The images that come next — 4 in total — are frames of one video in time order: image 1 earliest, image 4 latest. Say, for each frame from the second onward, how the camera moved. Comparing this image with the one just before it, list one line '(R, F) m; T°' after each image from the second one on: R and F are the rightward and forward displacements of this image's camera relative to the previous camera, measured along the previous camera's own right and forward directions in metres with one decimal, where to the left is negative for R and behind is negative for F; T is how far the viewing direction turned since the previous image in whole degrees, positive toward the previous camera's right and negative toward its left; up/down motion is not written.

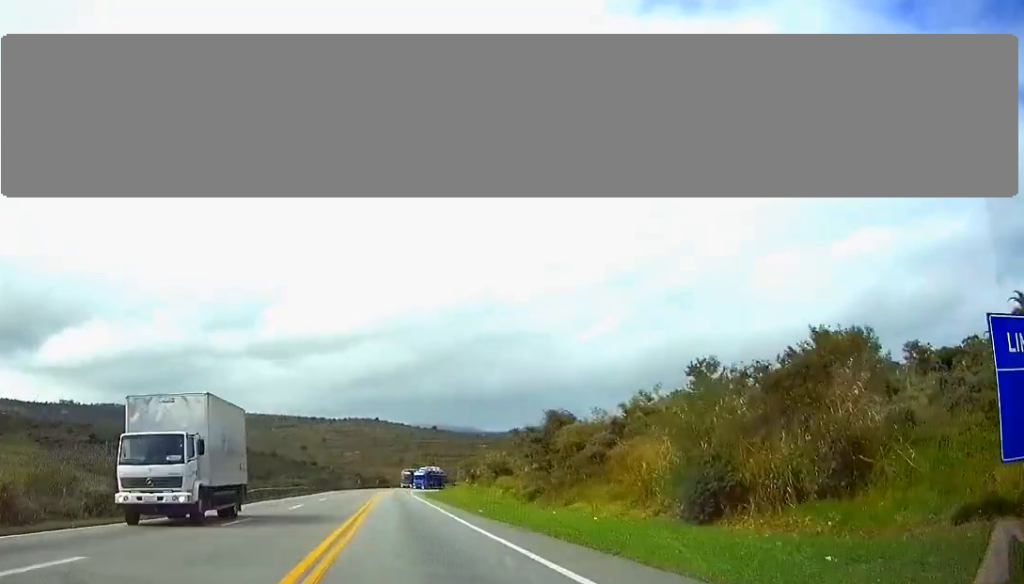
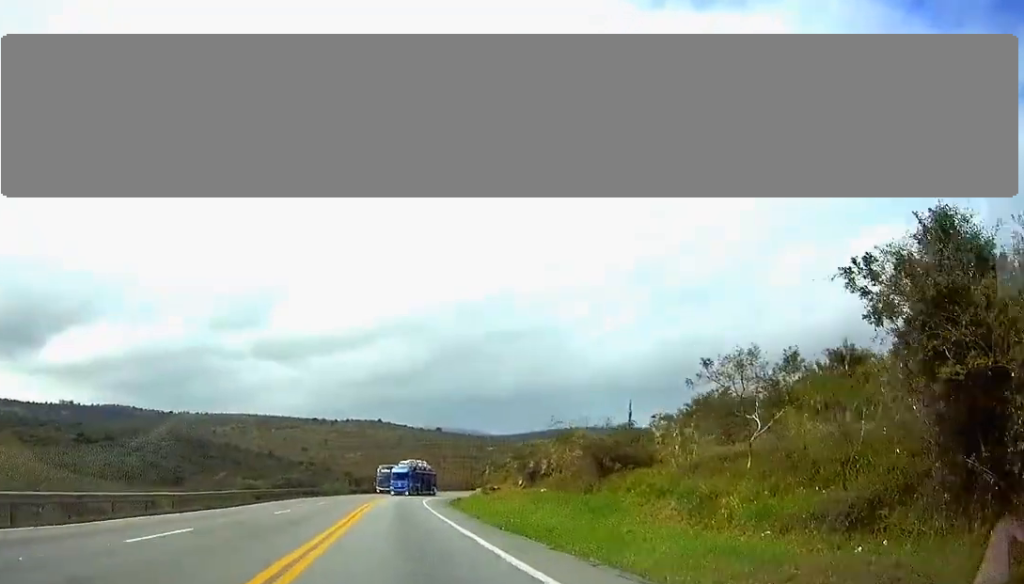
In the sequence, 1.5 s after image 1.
(-0.1, +38.8) m; 0°
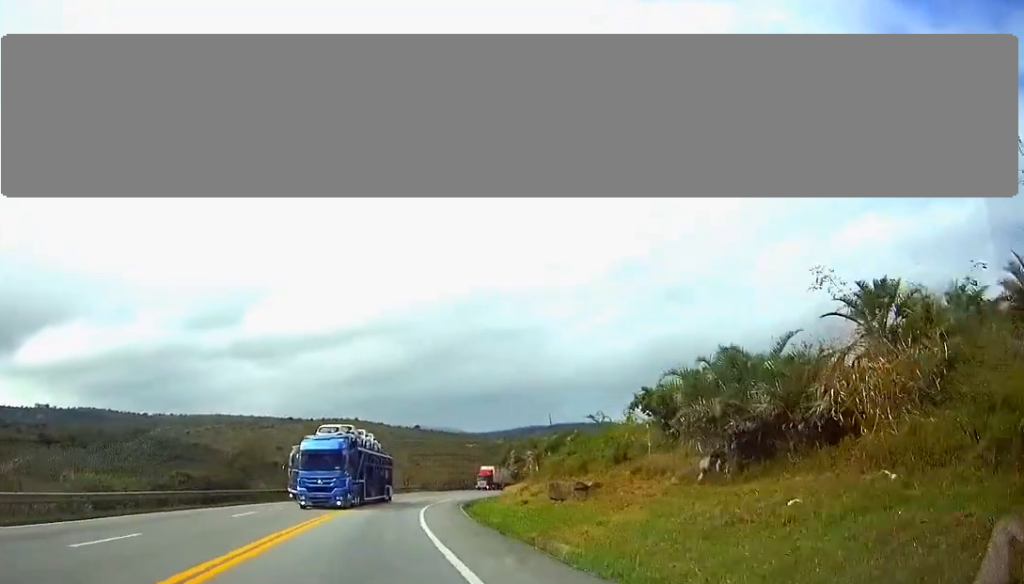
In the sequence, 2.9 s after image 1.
(0.0, +36.3) m; +1°
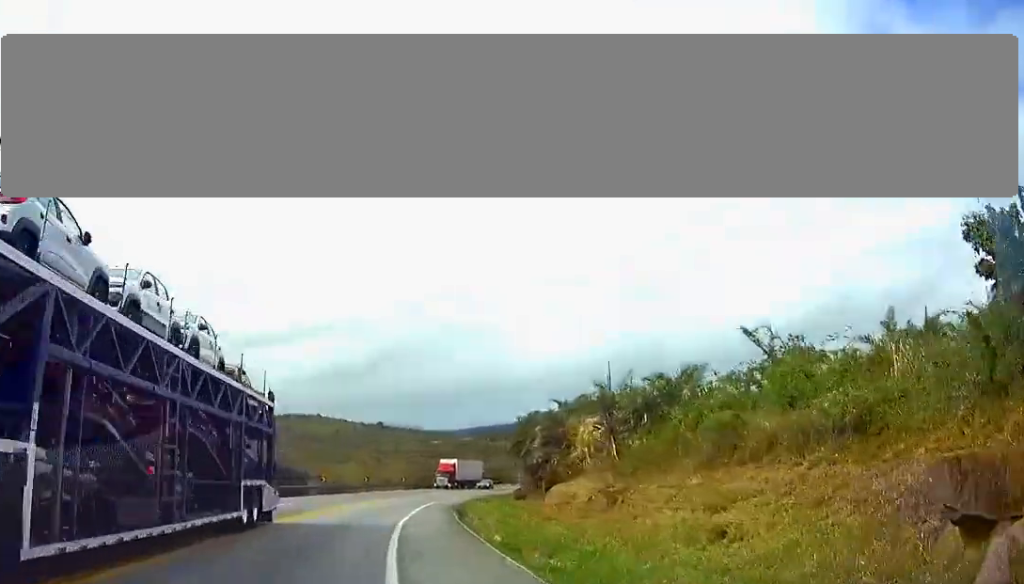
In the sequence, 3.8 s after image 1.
(+0.3, +24.2) m; +2°
